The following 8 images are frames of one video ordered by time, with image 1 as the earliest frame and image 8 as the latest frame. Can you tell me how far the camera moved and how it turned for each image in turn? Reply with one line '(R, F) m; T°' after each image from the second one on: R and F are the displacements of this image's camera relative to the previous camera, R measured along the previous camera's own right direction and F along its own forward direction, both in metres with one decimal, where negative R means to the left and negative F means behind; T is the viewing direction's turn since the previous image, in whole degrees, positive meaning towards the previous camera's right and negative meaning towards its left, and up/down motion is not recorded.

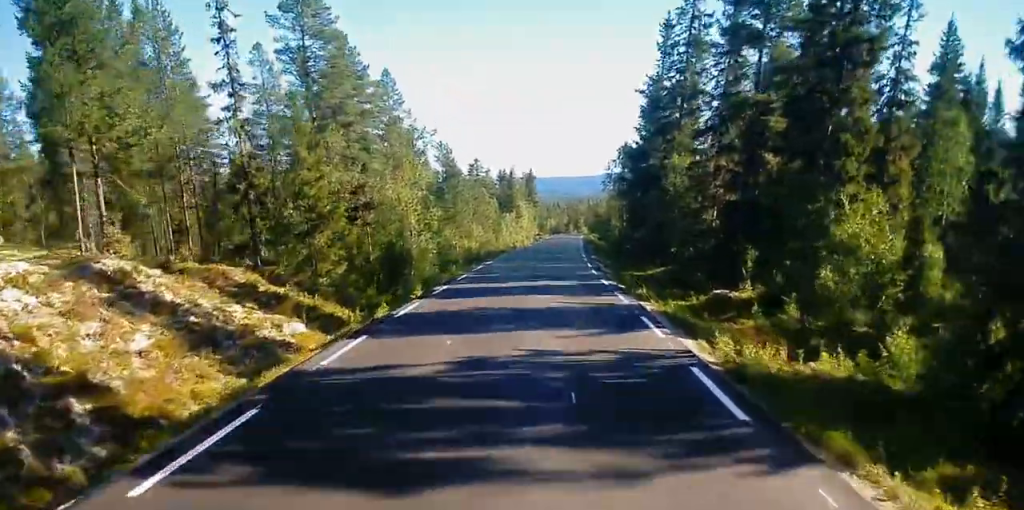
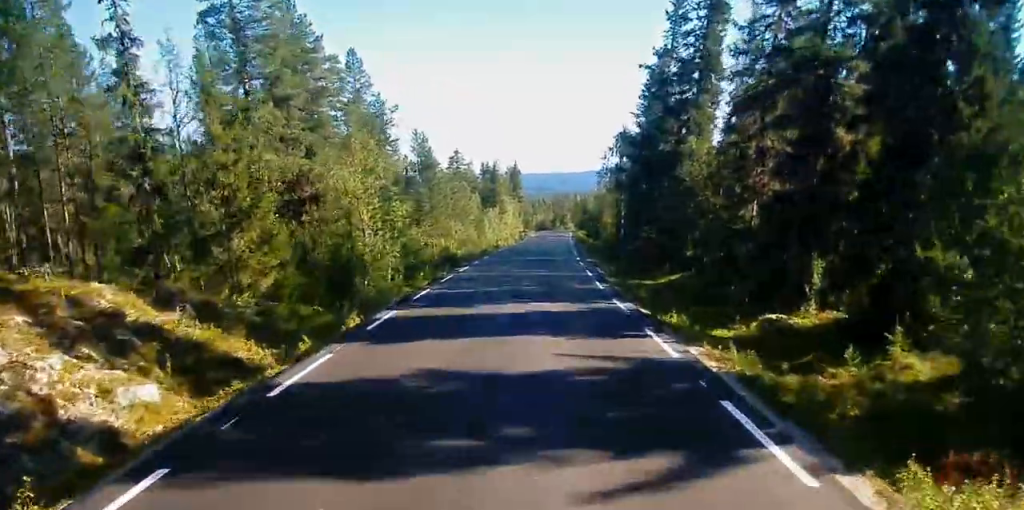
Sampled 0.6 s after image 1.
(+0.1, +8.2) m; +1°
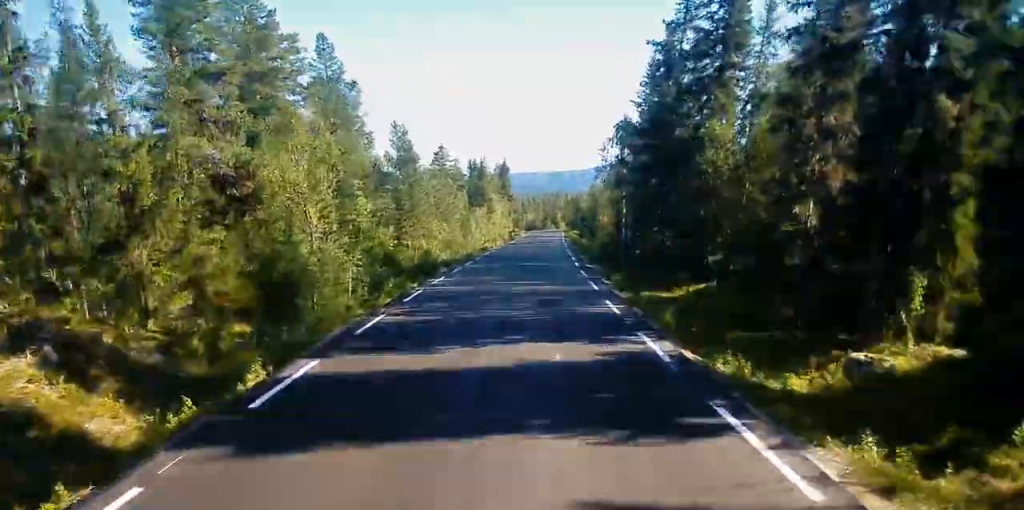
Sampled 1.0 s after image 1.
(0.0, +6.4) m; 0°
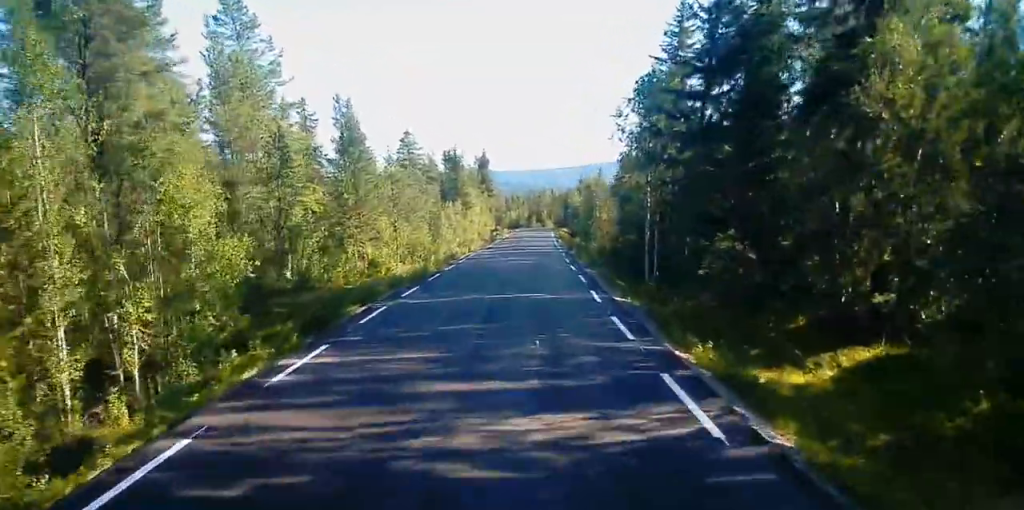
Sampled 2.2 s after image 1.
(0.0, +16.3) m; +1°
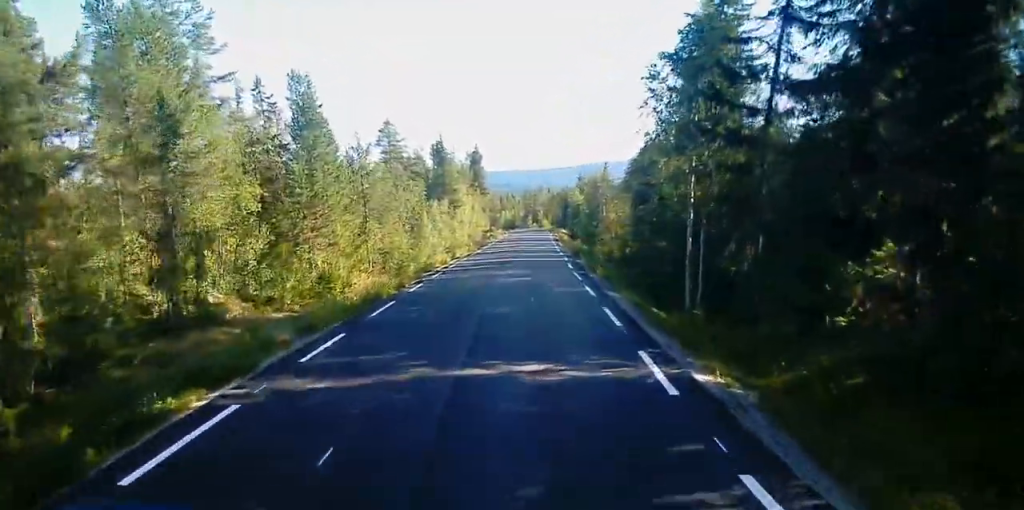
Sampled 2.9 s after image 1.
(0.0, +10.1) m; +1°
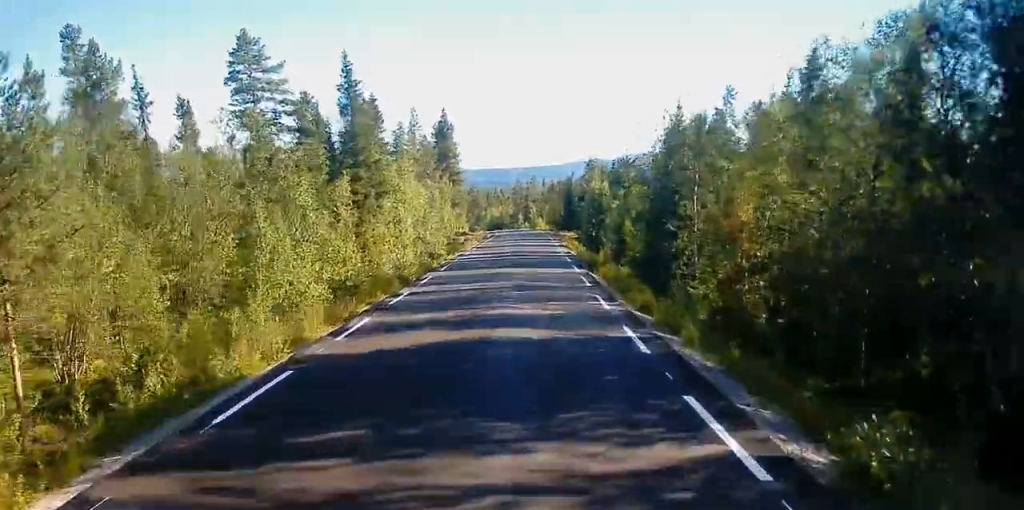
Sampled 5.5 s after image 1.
(+0.9, +38.9) m; +2°
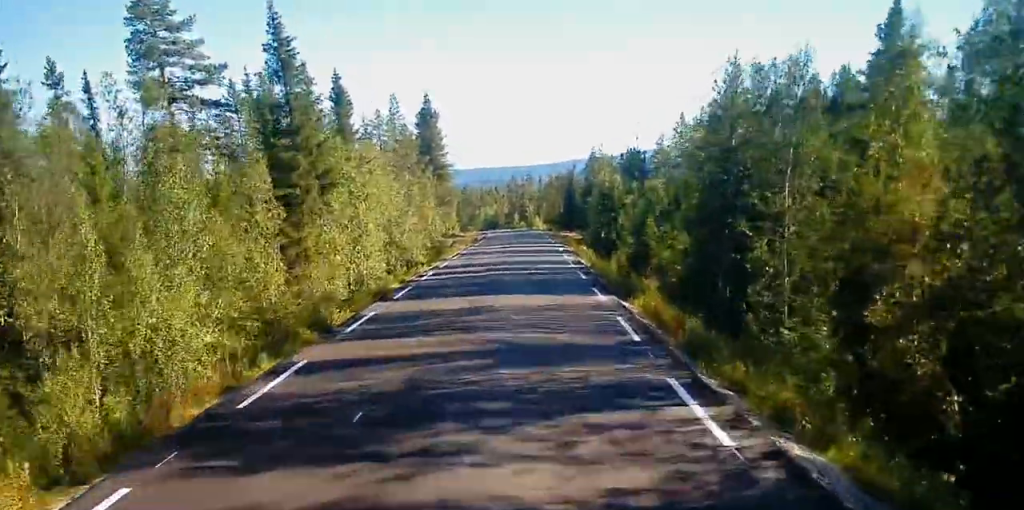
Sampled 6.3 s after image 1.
(0.0, +11.0) m; 0°
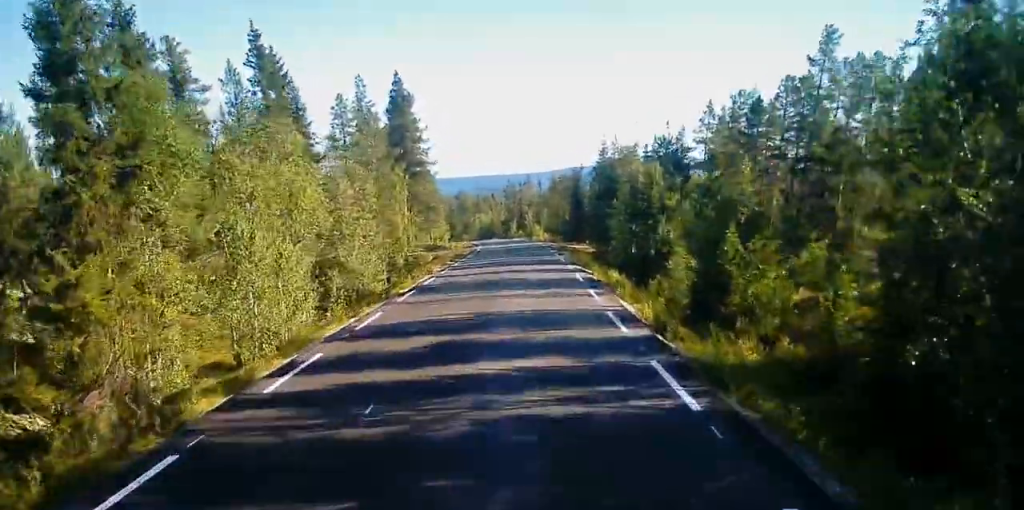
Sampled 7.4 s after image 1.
(-0.1, +16.7) m; 0°
